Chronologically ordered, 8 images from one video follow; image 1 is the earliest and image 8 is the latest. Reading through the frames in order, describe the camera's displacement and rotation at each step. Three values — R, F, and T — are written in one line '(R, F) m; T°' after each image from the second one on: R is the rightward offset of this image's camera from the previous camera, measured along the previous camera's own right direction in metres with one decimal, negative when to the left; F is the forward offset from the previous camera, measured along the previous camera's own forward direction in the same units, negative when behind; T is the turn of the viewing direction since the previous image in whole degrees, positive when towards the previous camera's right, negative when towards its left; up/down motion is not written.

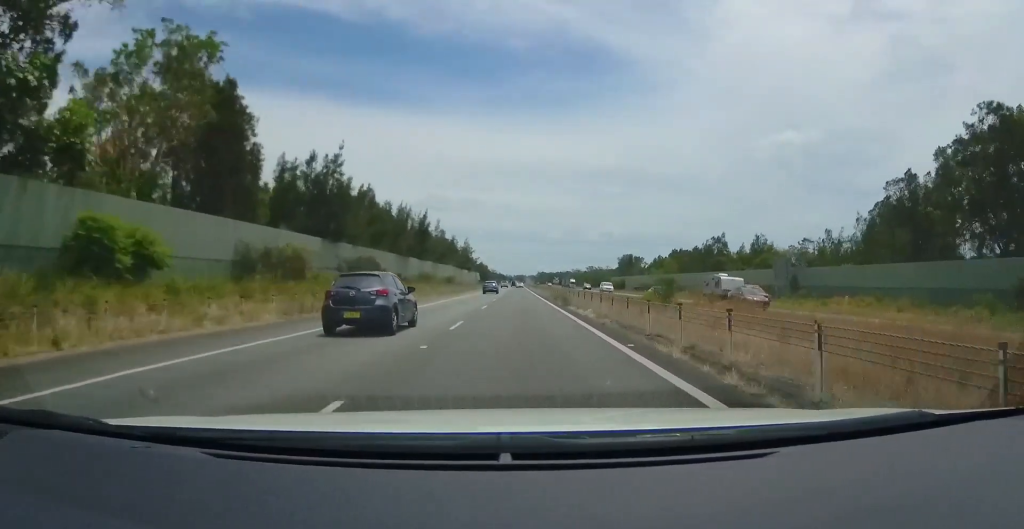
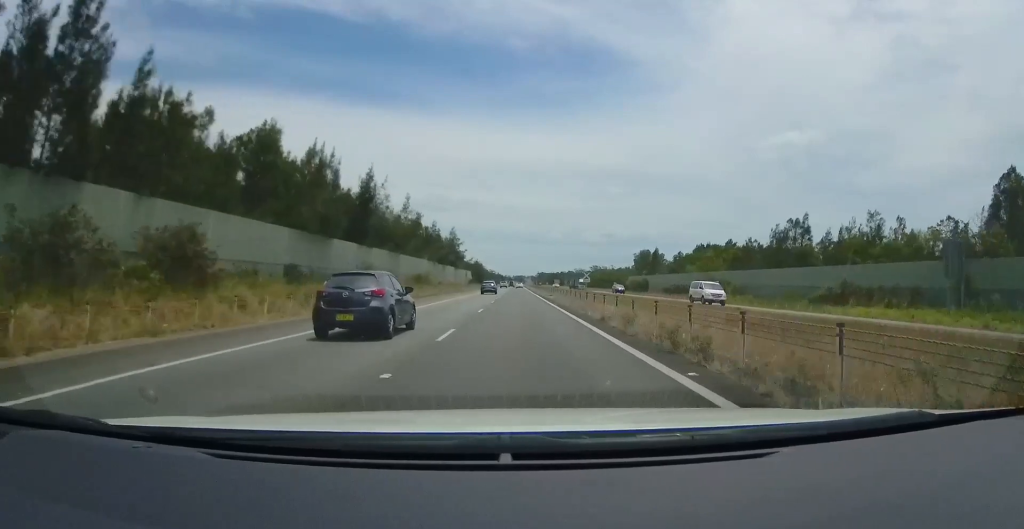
(0.0, +27.4) m; 0°
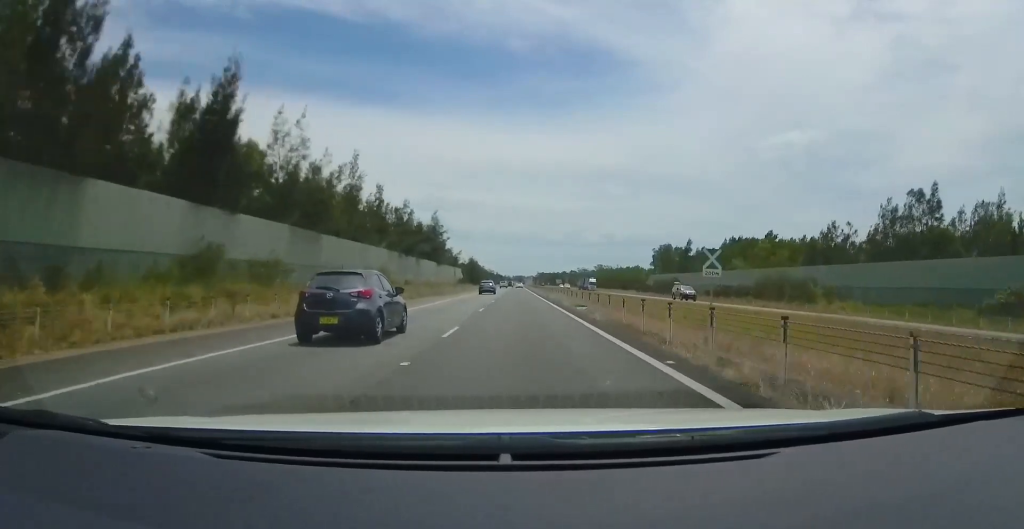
(0.0, +23.8) m; 0°
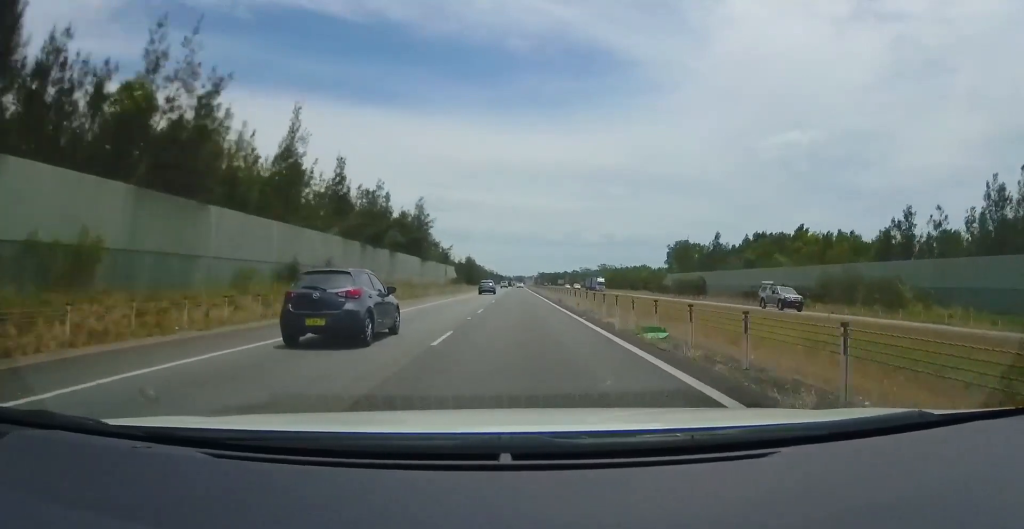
(0.0, +14.2) m; 0°
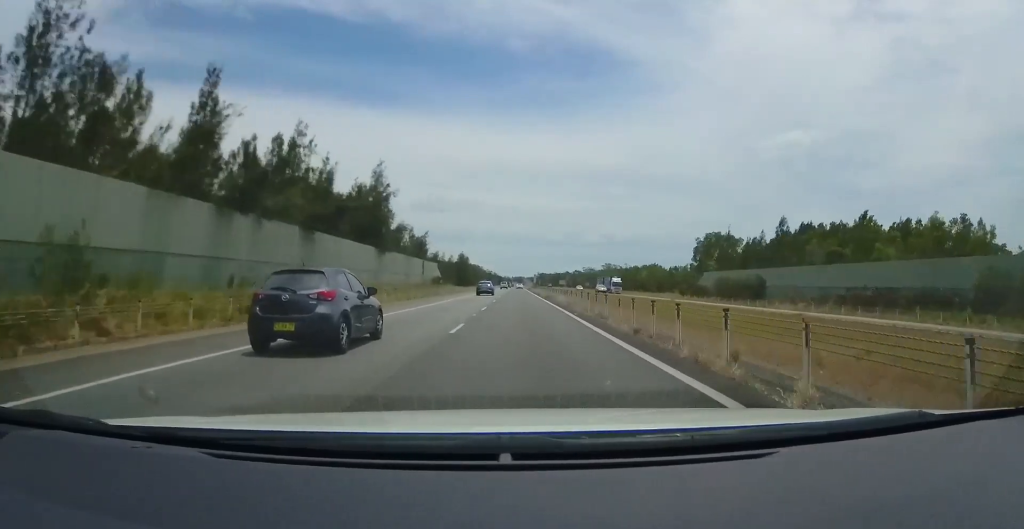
(0.0, +21.2) m; 0°
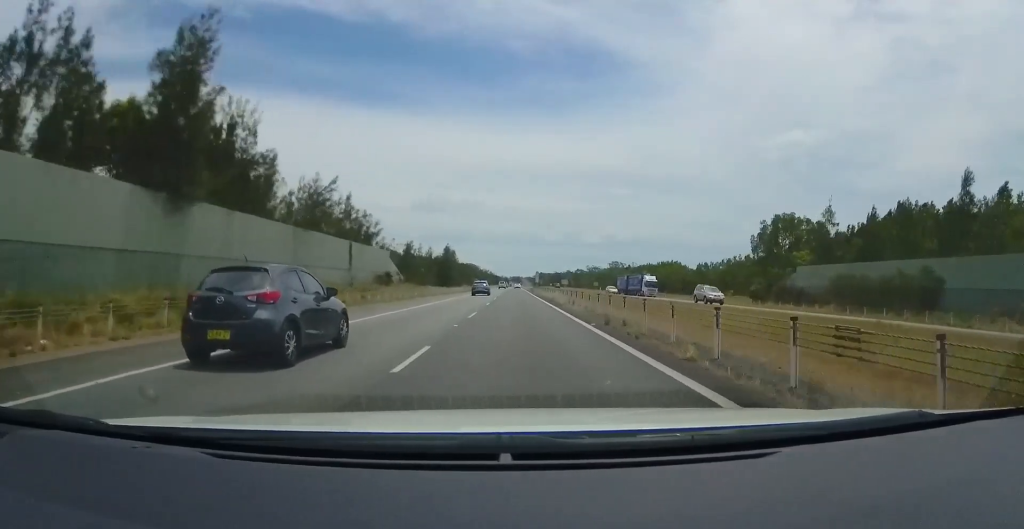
(-0.2, +30.5) m; -1°
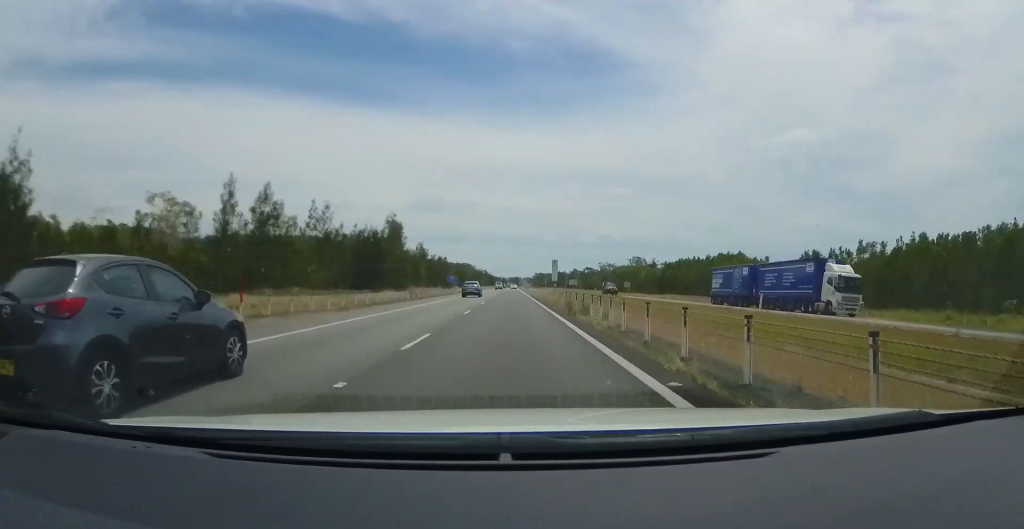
(0.0, +57.5) m; 0°
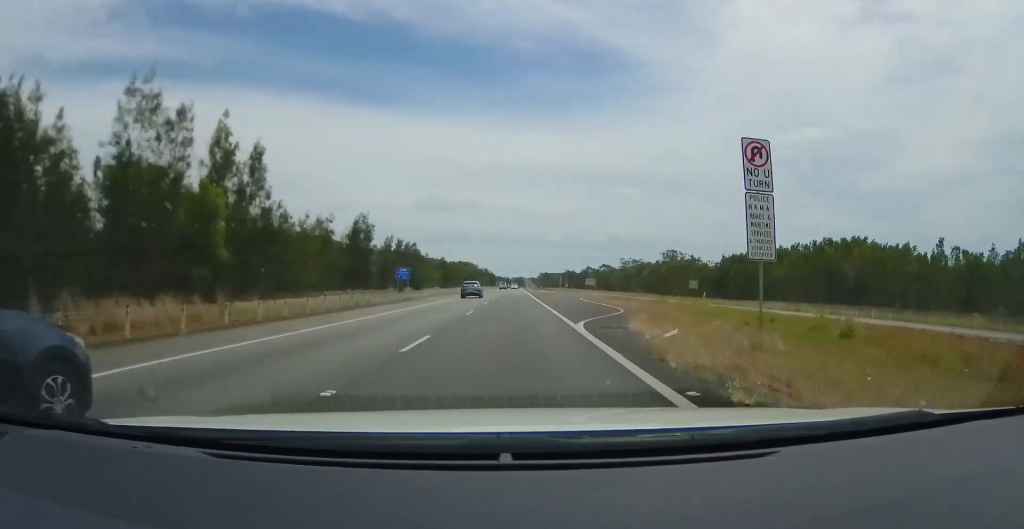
(+0.2, +48.5) m; 0°
